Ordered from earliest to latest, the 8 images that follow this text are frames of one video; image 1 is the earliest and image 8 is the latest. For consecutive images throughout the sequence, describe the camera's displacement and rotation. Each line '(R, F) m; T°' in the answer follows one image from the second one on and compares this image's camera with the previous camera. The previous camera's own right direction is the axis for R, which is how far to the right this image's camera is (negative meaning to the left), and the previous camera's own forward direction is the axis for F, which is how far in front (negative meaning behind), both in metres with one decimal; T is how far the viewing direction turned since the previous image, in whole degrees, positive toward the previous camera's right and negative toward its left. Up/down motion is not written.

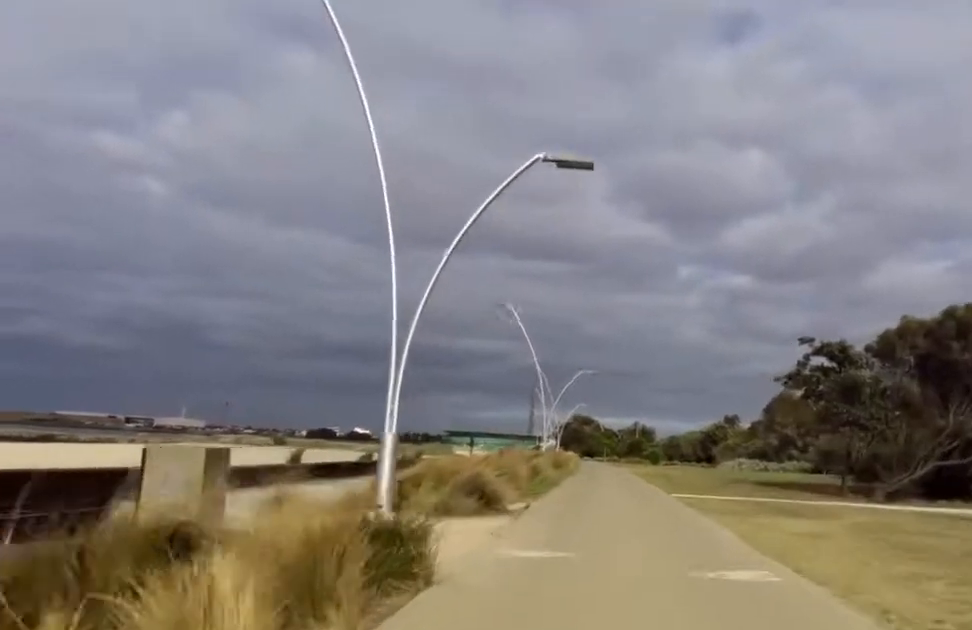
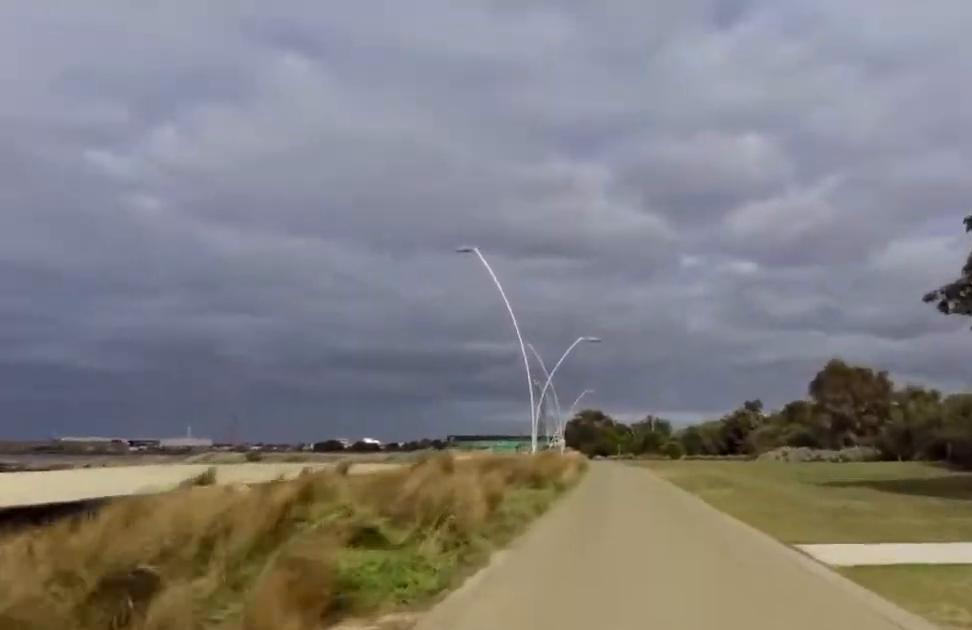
(0.0, +12.2) m; 0°
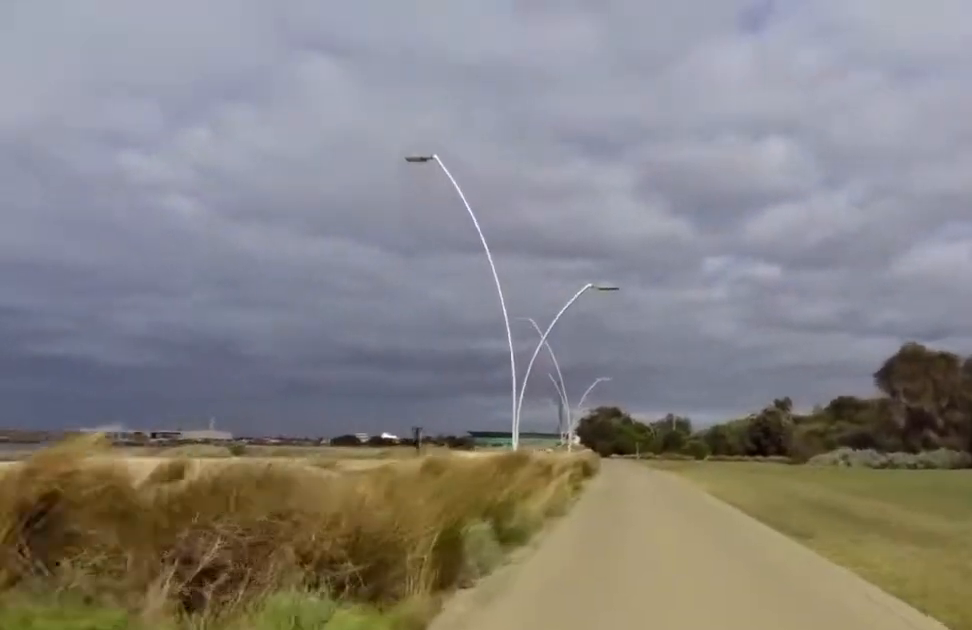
(0.0, +10.3) m; 0°
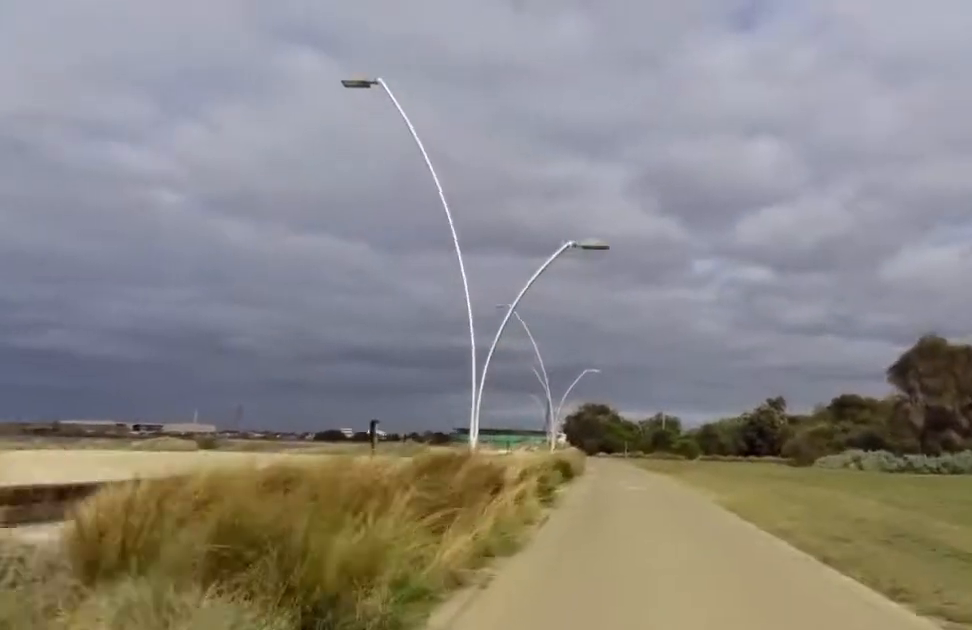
(0.0, +4.2) m; 0°
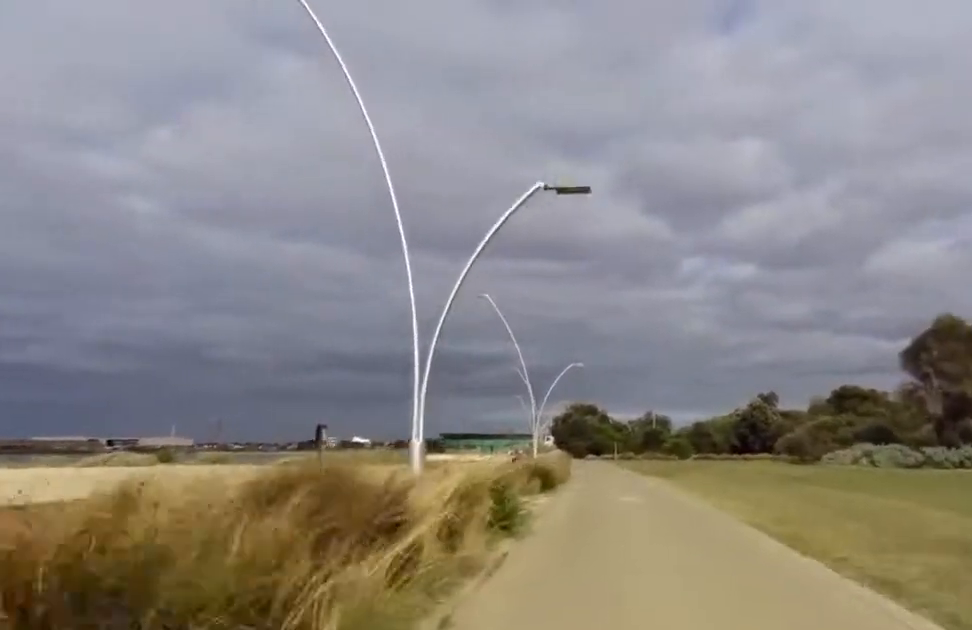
(0.0, +3.7) m; 0°
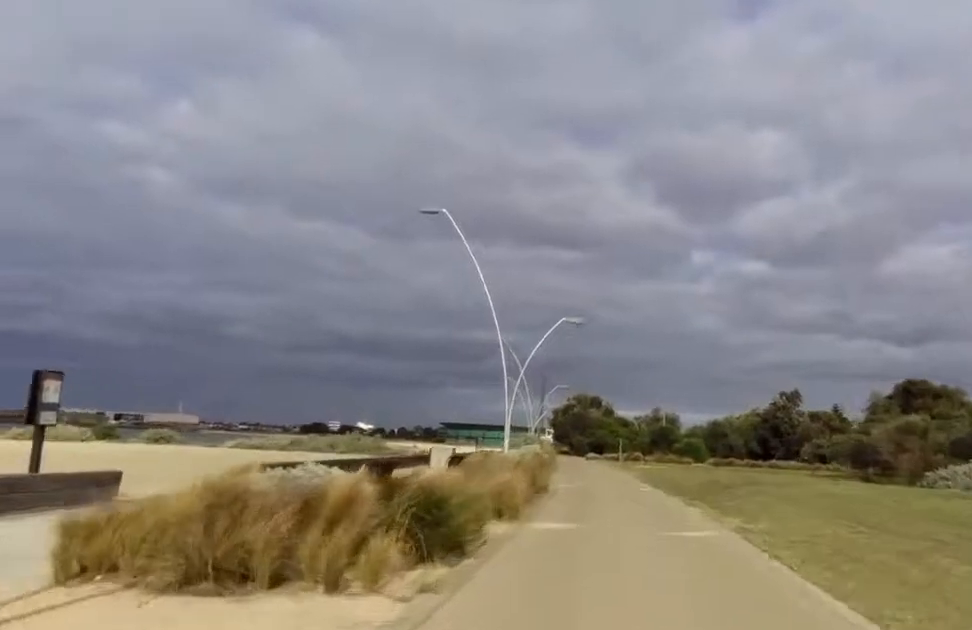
(0.0, +12.2) m; 0°
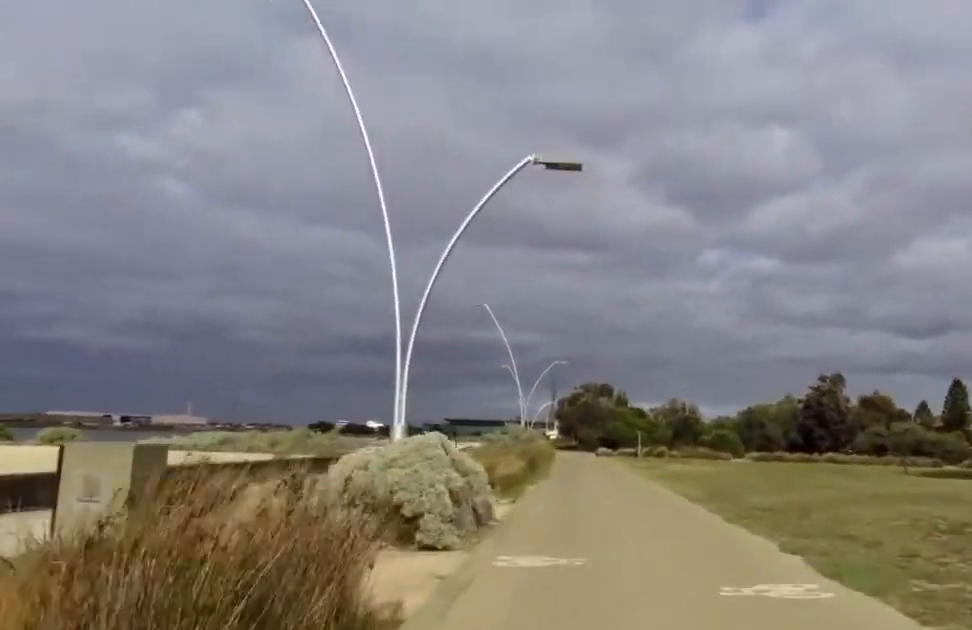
(0.0, +15.5) m; 0°
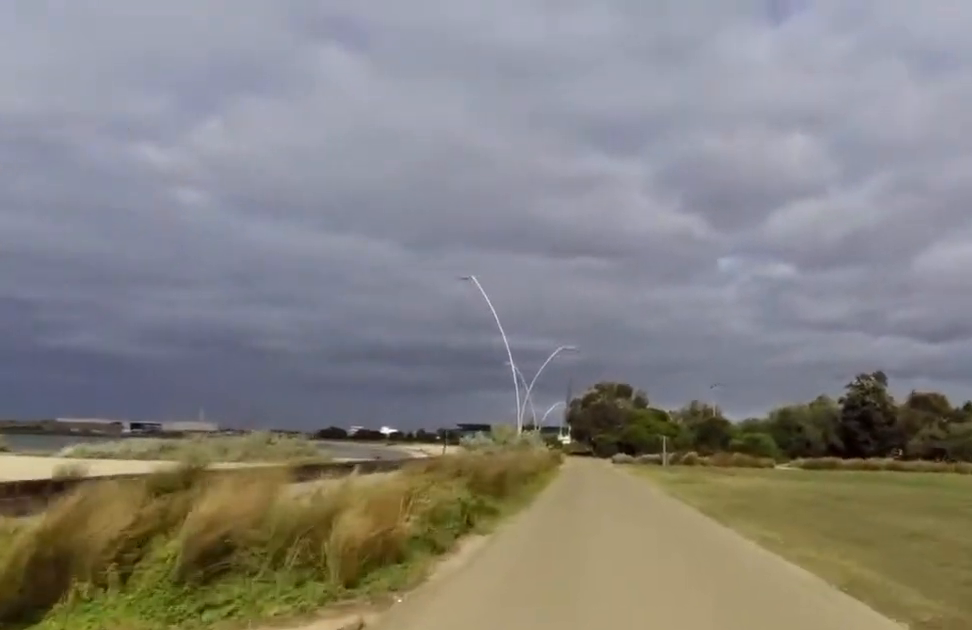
(0.0, +9.4) m; 0°
